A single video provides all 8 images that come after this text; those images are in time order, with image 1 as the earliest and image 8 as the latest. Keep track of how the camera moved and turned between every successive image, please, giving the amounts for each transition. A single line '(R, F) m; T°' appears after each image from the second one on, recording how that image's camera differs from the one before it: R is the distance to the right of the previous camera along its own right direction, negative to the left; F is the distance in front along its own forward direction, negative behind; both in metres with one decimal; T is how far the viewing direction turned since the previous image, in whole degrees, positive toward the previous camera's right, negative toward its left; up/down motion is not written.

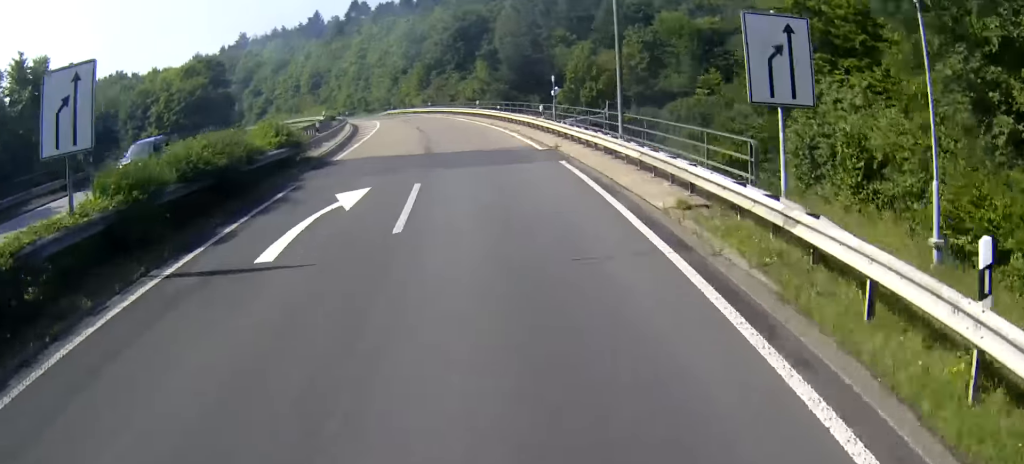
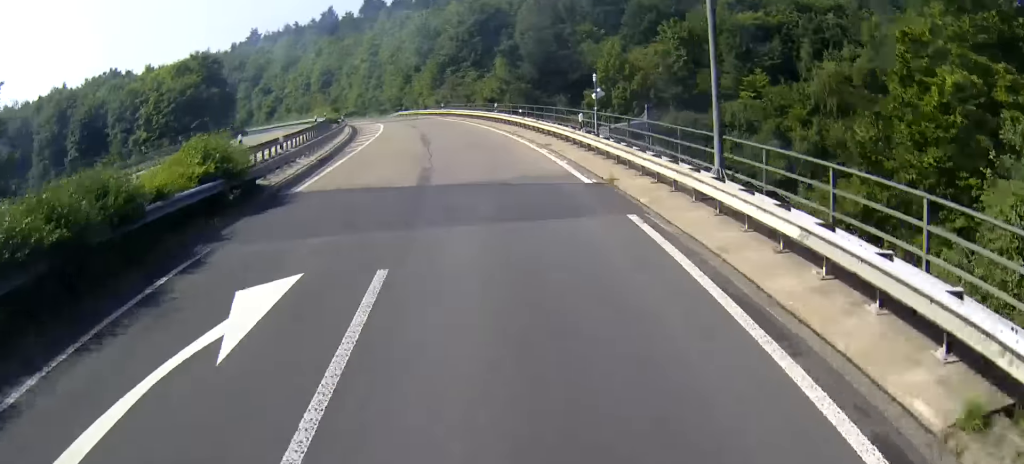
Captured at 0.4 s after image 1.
(+0.5, +8.4) m; -3°
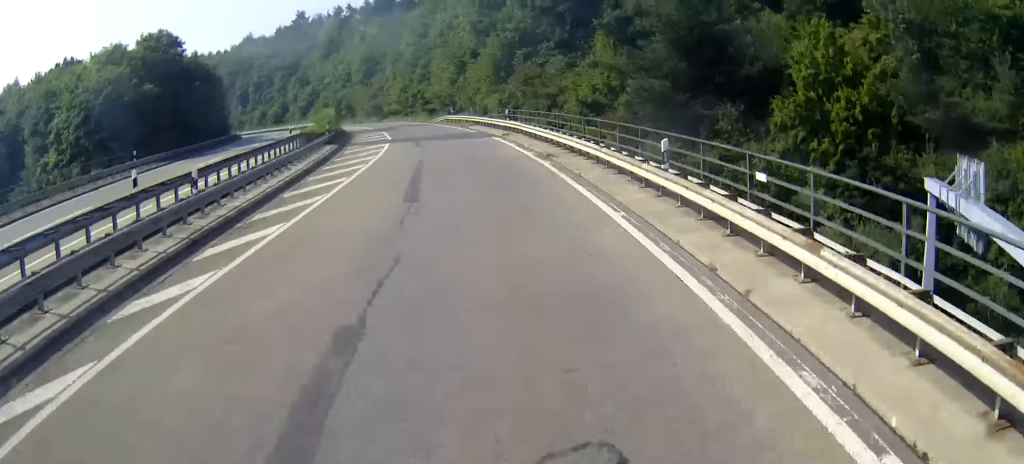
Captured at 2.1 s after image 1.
(-3.8, +31.5) m; -7°
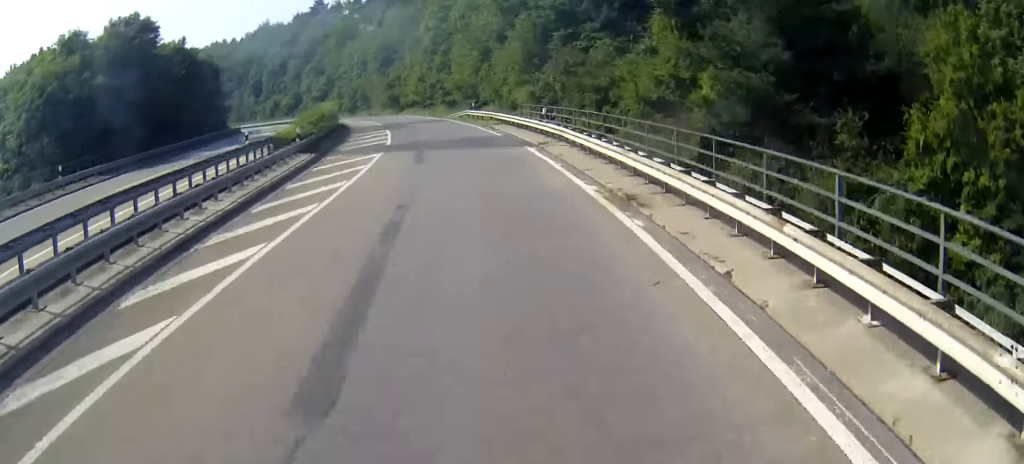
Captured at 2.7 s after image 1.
(0.0, +10.6) m; -3°
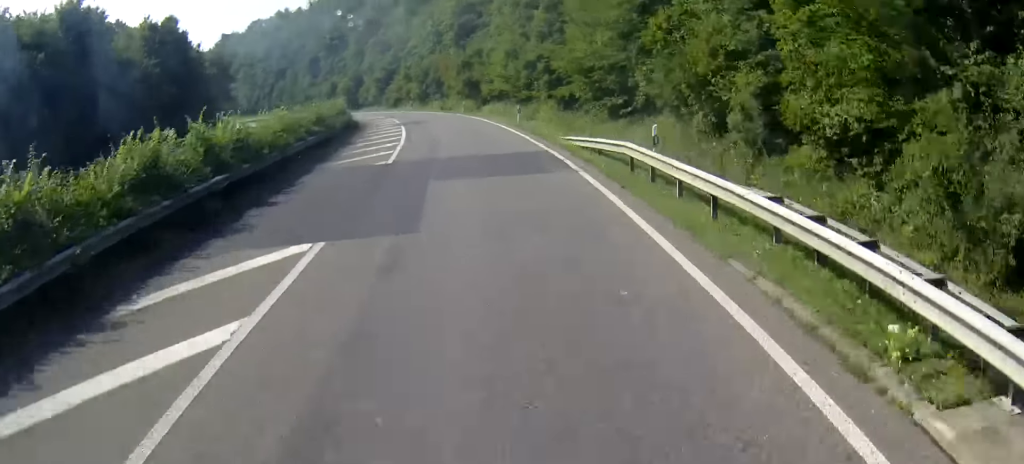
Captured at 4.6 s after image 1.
(-8.3, +34.9) m; -25°
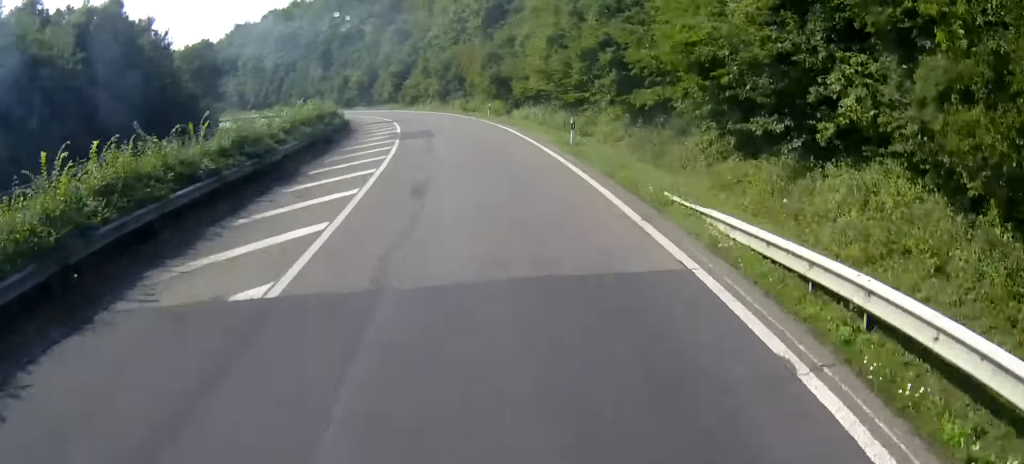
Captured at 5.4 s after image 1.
(-0.2, +14.4) m; -1°
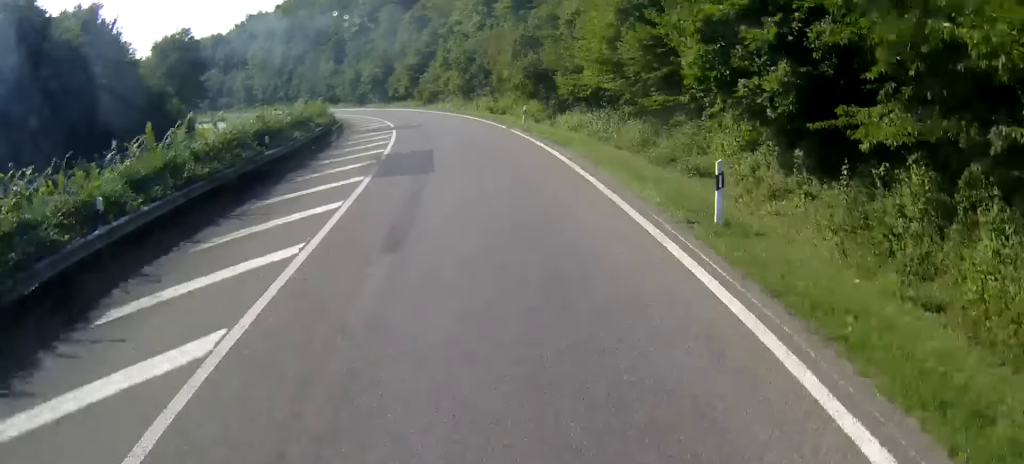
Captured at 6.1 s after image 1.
(0.0, +13.7) m; 0°
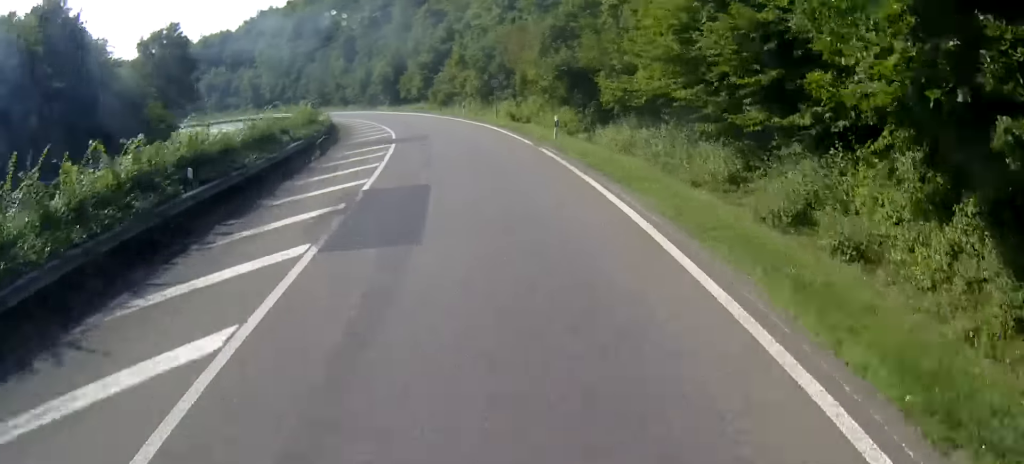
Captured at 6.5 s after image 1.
(0.0, +7.6) m; 0°
